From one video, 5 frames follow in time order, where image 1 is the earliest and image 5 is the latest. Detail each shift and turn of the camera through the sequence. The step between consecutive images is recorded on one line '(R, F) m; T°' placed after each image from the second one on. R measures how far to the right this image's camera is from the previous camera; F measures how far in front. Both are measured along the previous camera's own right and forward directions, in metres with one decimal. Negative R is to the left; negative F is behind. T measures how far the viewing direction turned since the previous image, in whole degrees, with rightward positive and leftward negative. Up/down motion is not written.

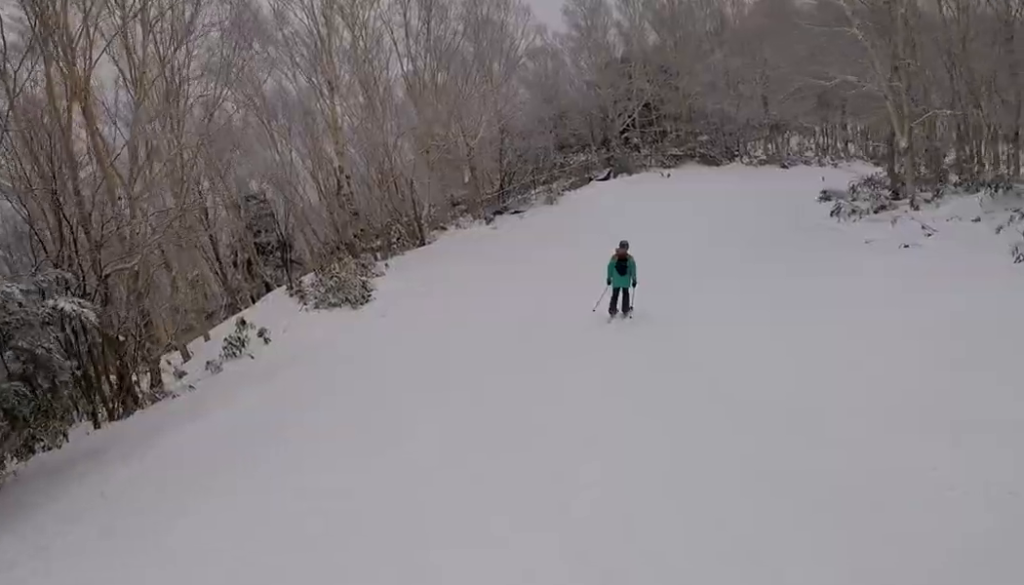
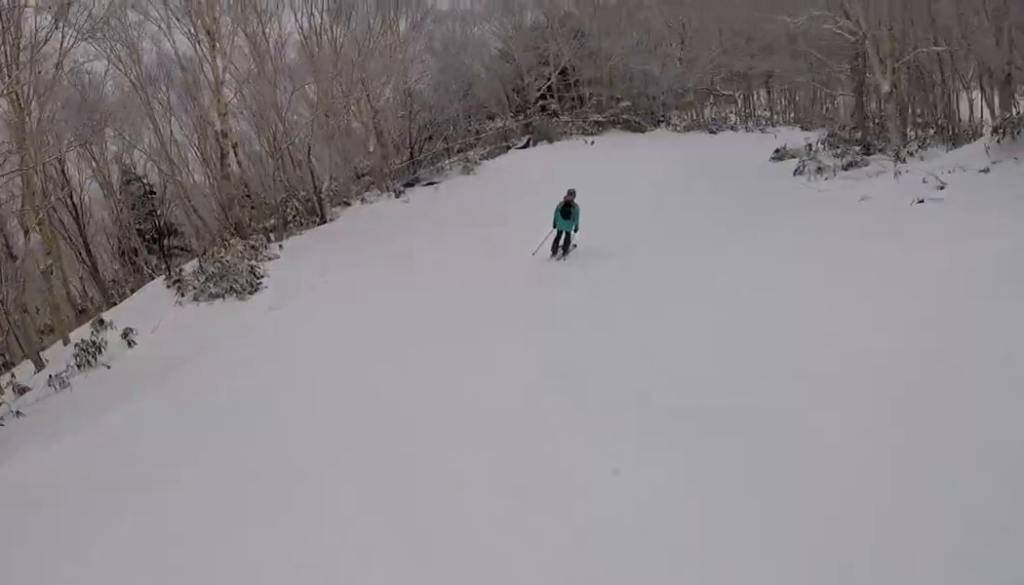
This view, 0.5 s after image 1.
(0.0, +4.1) m; +7°
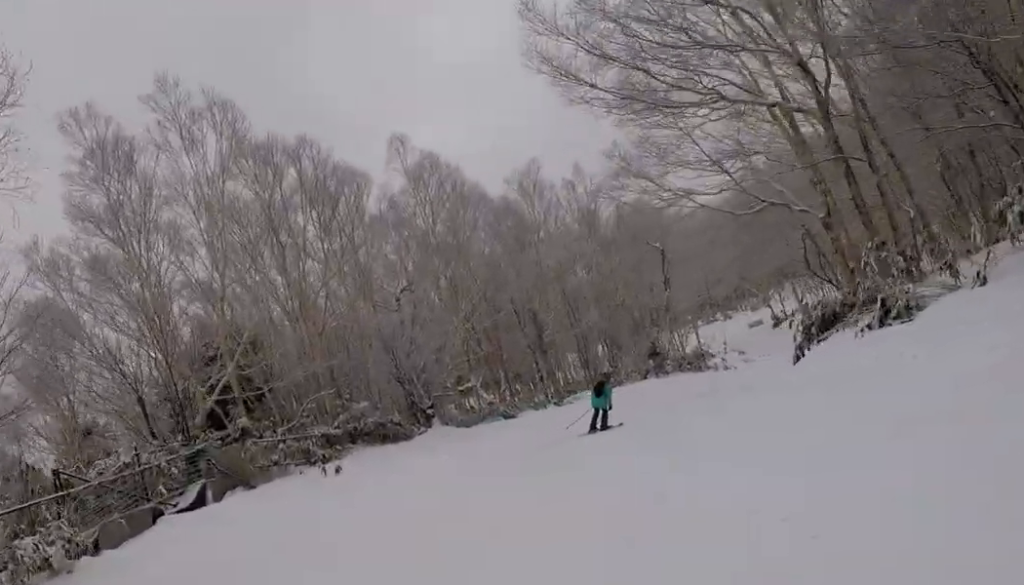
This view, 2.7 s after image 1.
(+6.0, +17.5) m; +39°
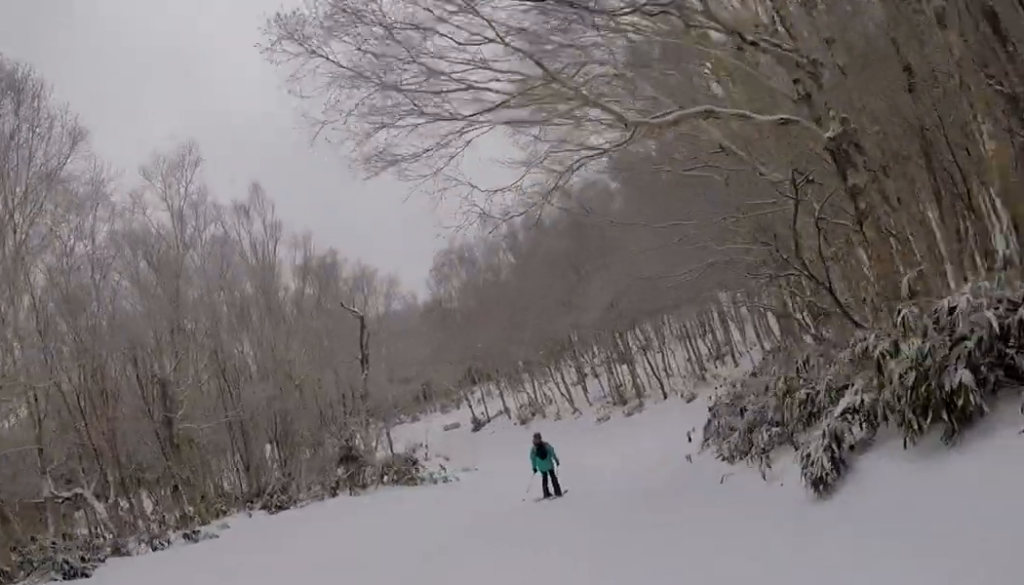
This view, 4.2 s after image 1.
(+3.7, +12.1) m; +21°
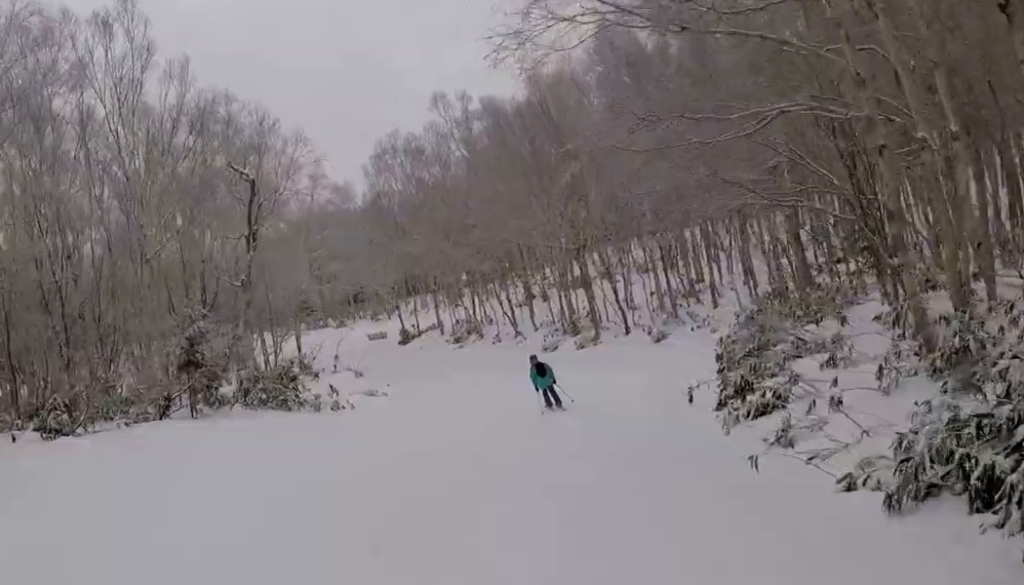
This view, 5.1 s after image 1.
(+0.1, +8.3) m; -4°
